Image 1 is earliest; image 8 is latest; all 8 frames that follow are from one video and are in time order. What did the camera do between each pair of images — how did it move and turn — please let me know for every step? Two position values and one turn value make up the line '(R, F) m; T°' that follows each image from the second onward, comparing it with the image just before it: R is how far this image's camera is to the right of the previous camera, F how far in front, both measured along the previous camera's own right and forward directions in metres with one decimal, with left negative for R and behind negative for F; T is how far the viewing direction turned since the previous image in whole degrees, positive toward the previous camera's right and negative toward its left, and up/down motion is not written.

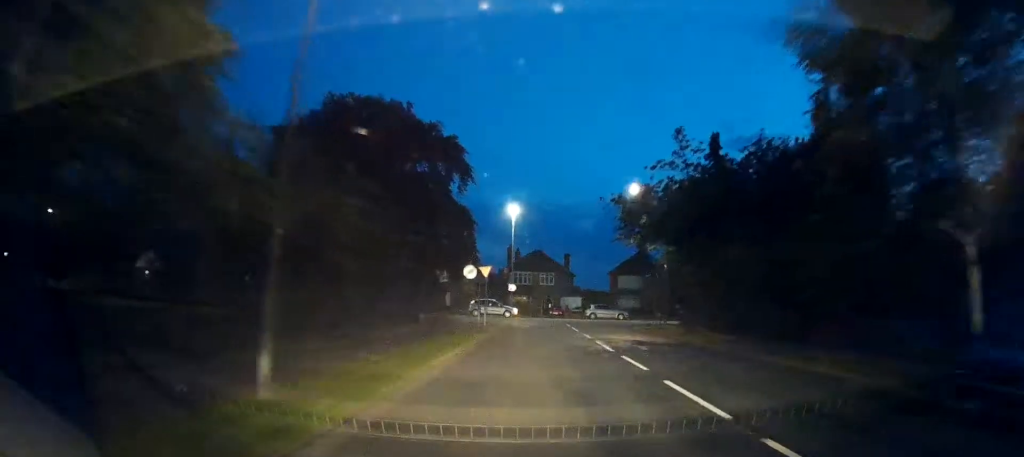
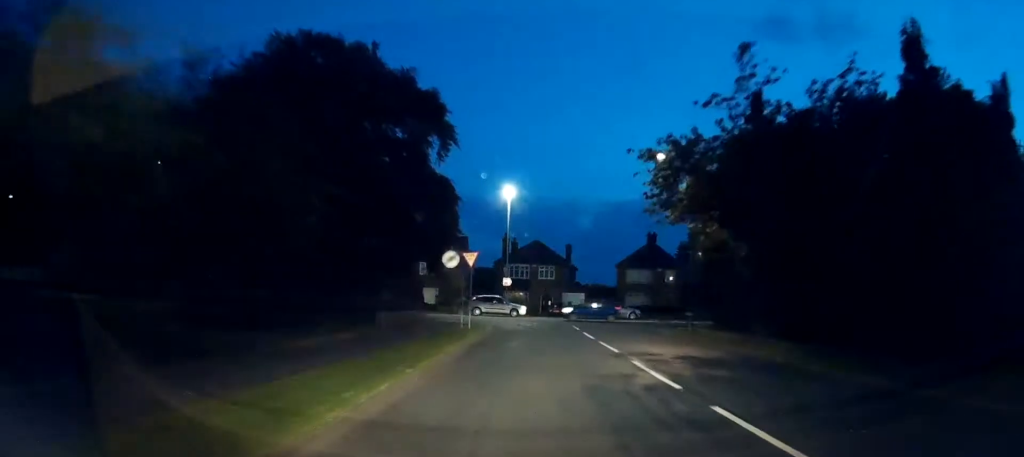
(0.0, +7.7) m; +1°
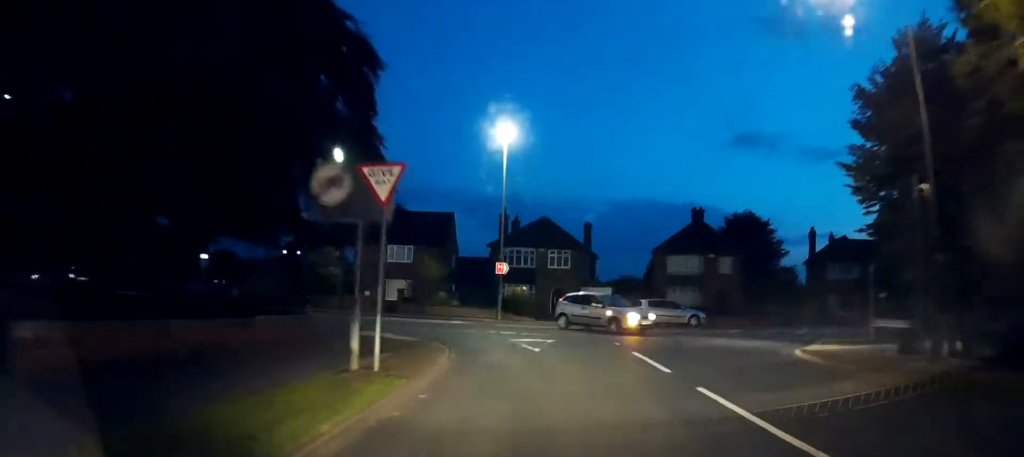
(+0.8, +18.2) m; +1°
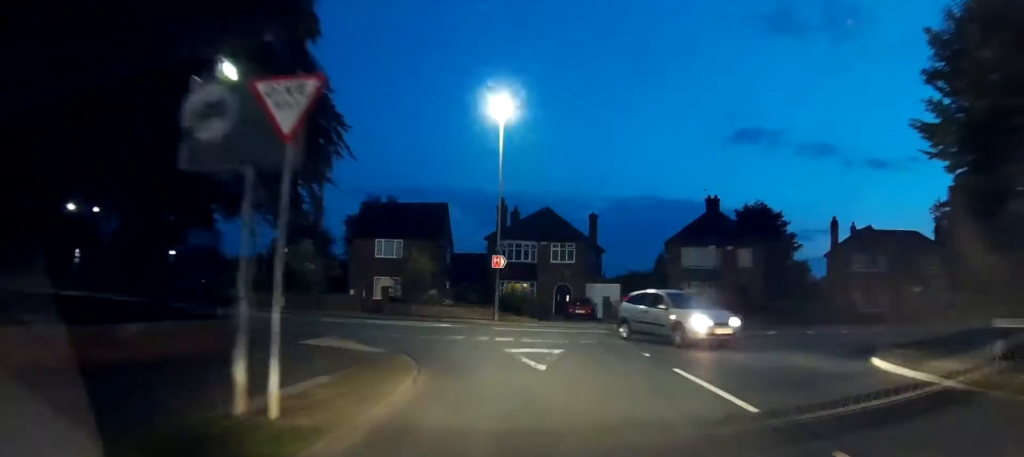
(-0.3, +4.7) m; -1°
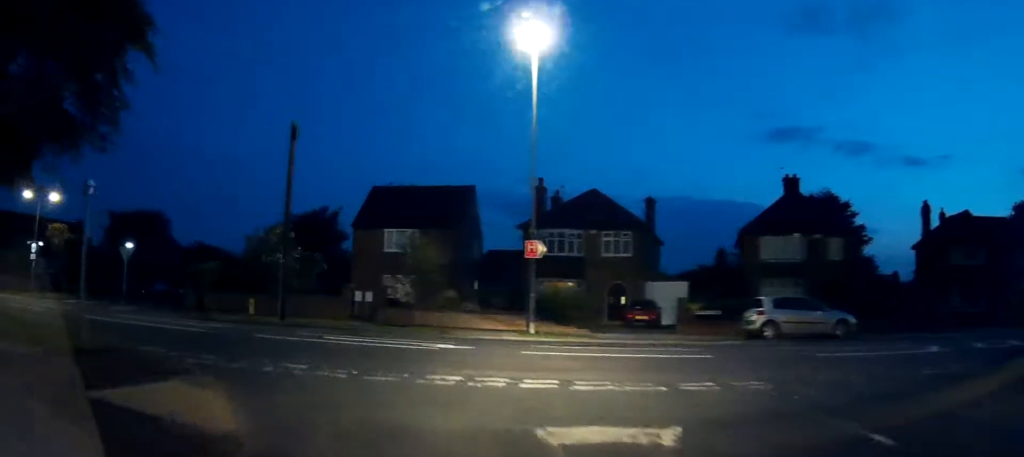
(0.0, +10.4) m; -7°
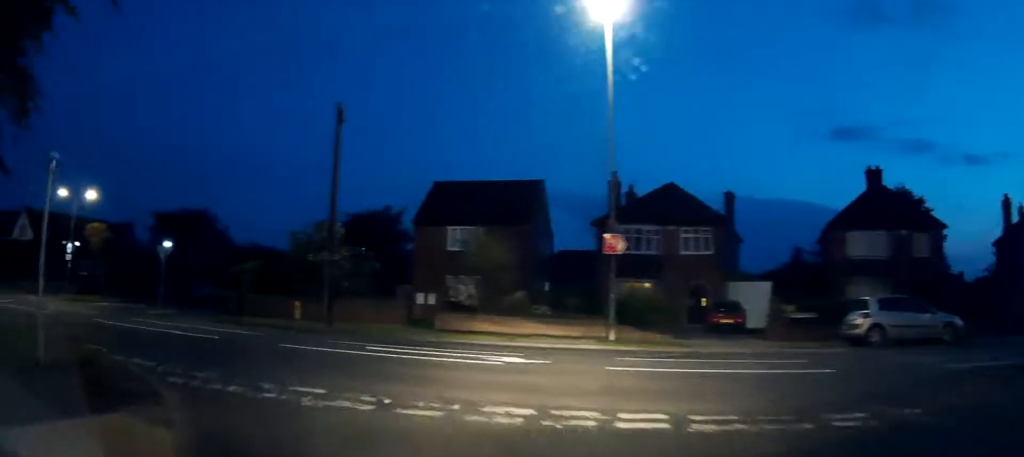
(-0.6, +3.4) m; -2°
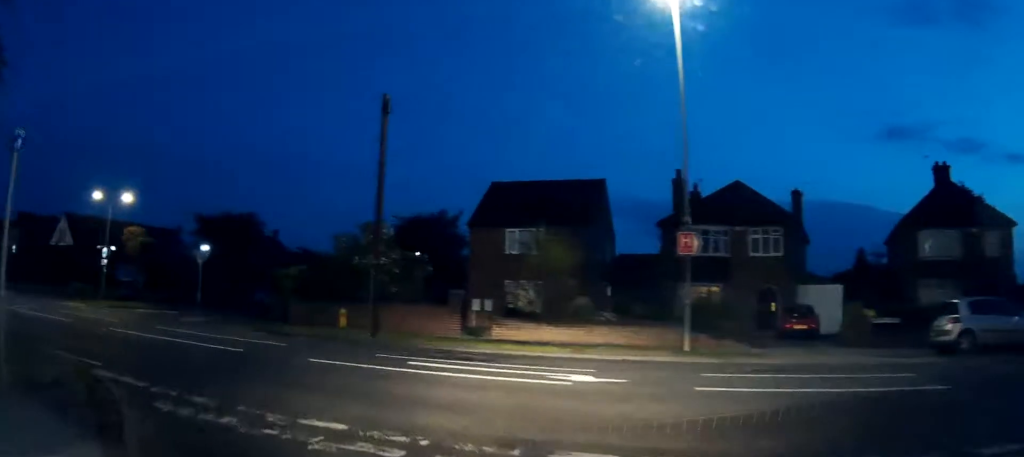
(-0.3, +3.0) m; -2°
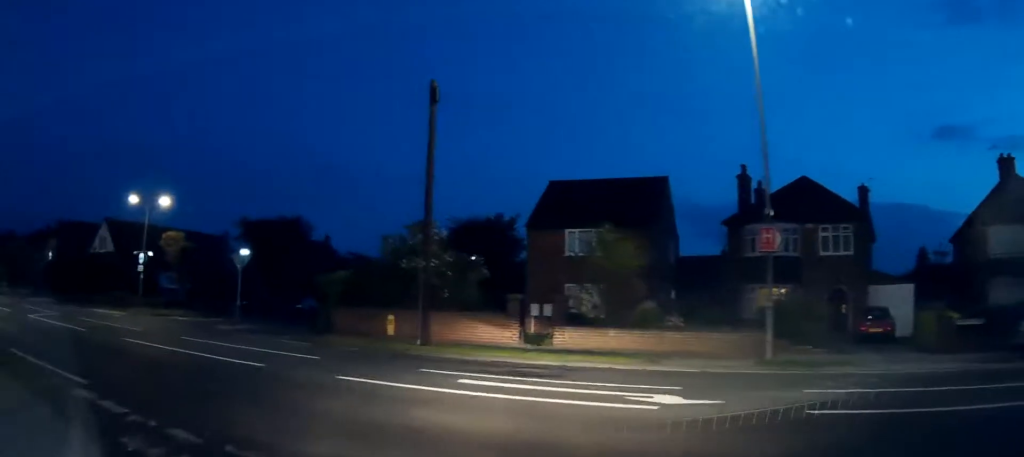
(+0.4, +2.9) m; 0°
